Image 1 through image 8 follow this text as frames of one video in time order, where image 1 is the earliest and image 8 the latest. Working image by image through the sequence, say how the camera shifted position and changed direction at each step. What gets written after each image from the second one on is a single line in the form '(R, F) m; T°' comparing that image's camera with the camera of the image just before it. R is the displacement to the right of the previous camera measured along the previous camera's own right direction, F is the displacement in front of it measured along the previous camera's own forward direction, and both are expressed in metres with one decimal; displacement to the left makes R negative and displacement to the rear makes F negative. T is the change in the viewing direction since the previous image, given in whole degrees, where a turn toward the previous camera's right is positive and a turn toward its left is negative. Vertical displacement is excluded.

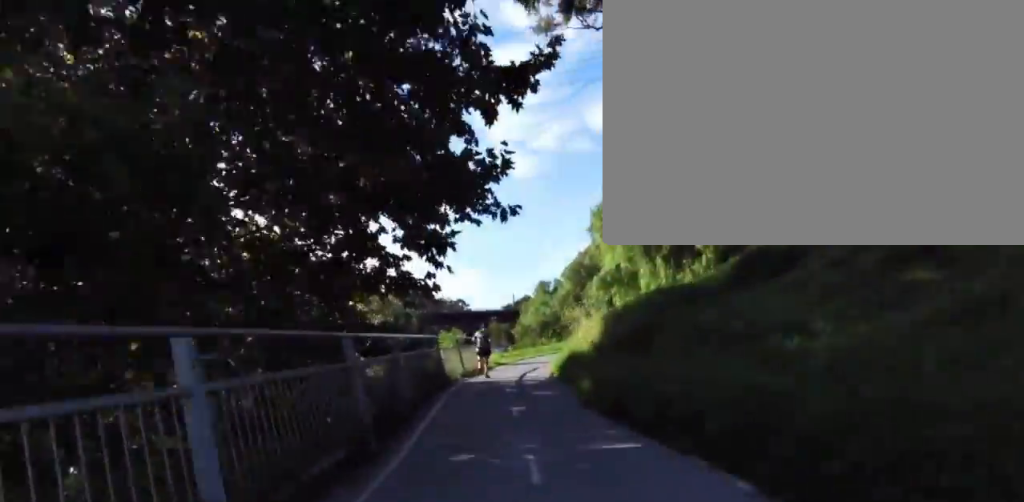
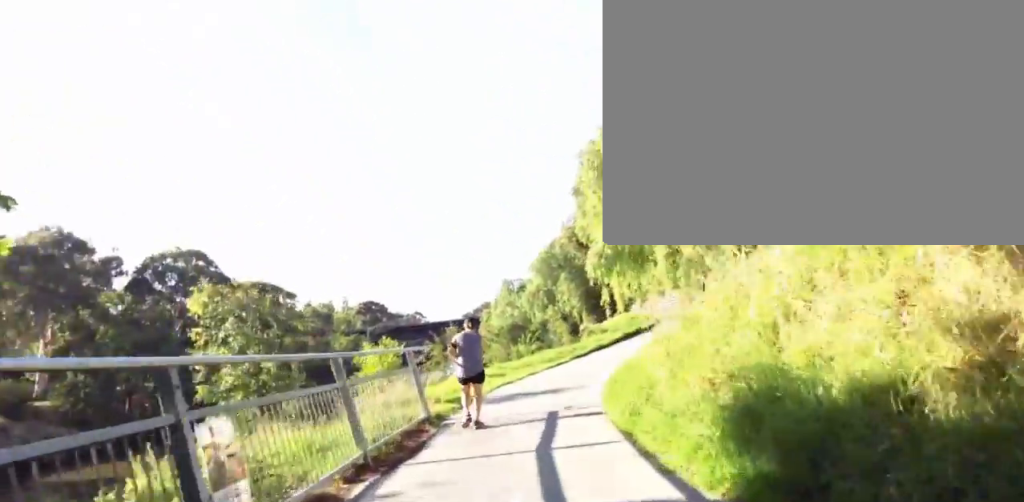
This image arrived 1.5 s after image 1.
(+0.3, +11.7) m; -1°
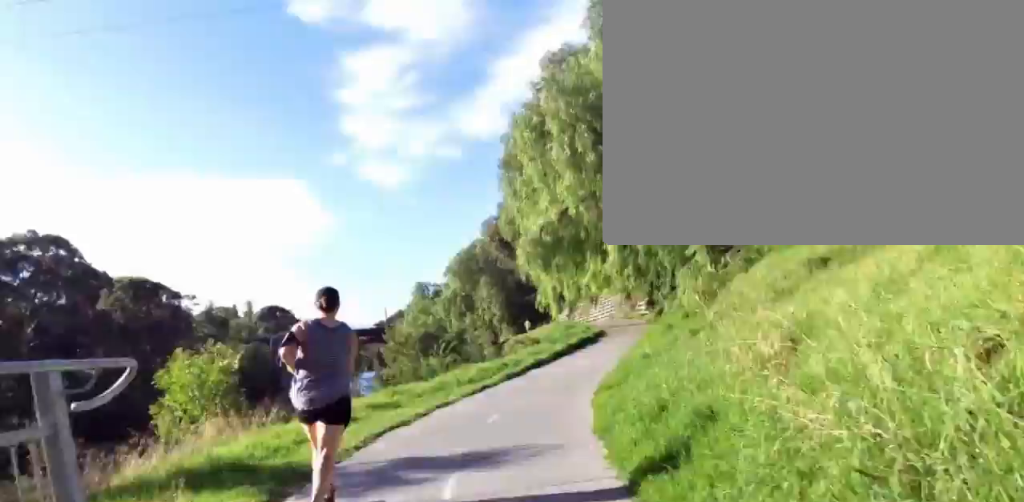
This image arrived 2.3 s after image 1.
(-0.1, +5.9) m; +6°
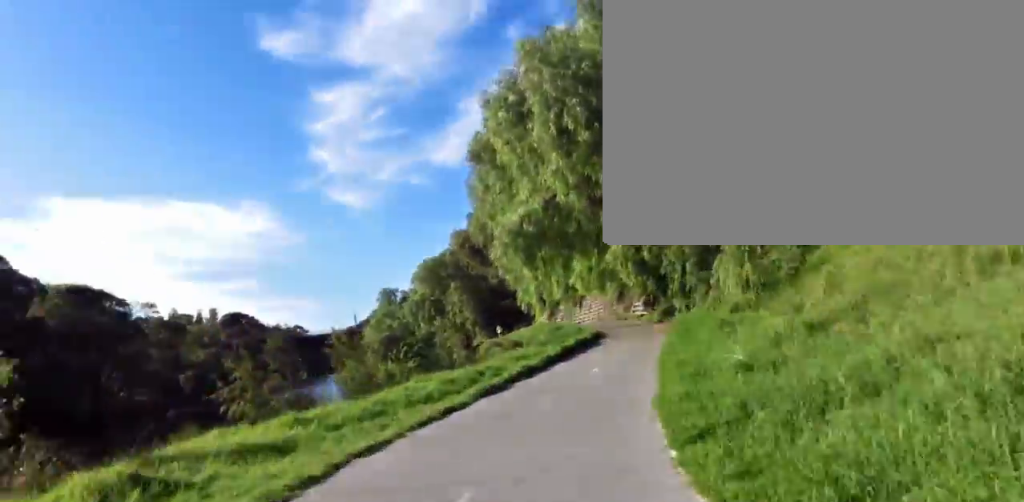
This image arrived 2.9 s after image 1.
(+0.3, +4.8) m; +10°
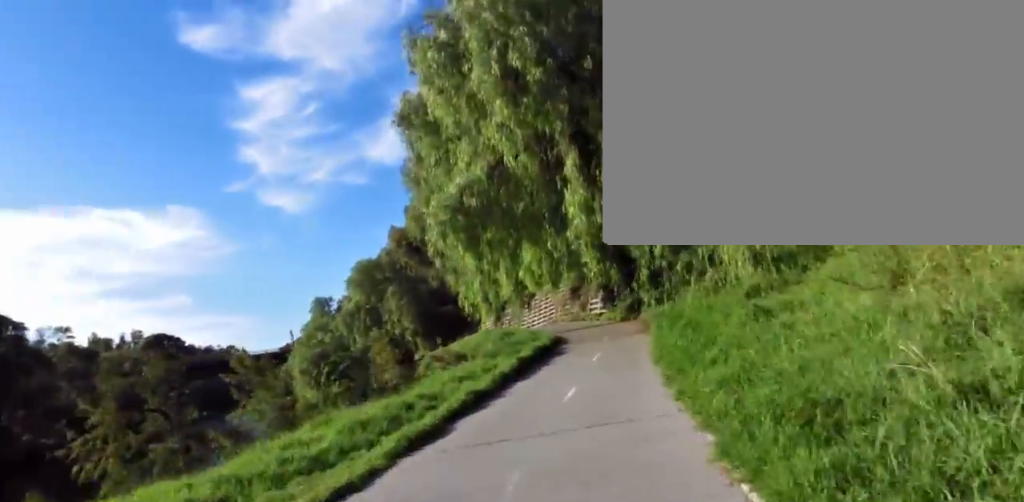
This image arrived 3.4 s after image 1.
(+0.4, +3.4) m; +1°
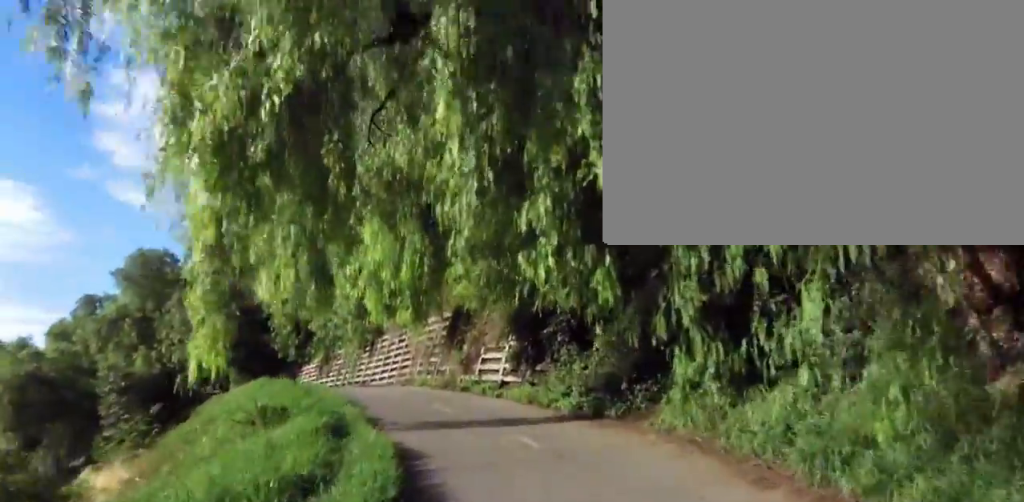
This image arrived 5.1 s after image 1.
(-0.1, +12.4) m; +3°
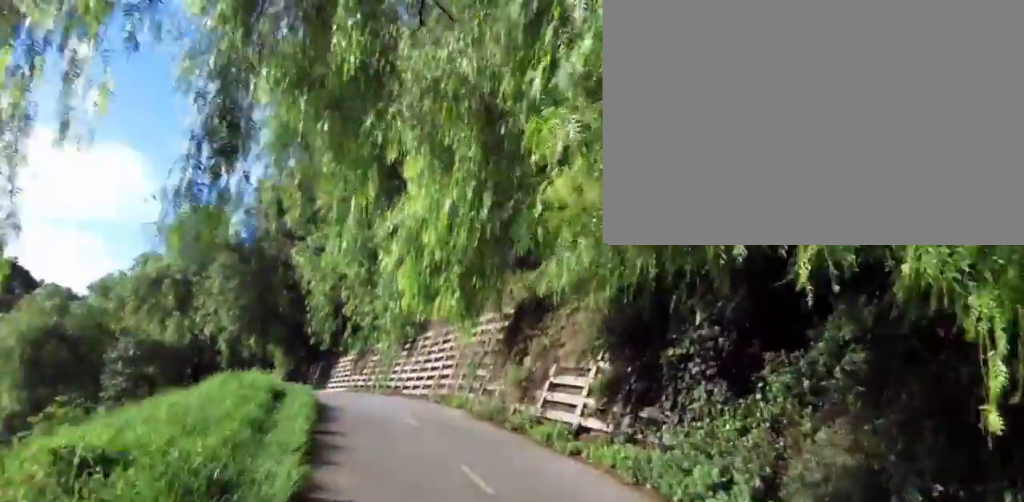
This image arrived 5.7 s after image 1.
(+0.7, +4.0) m; 0°
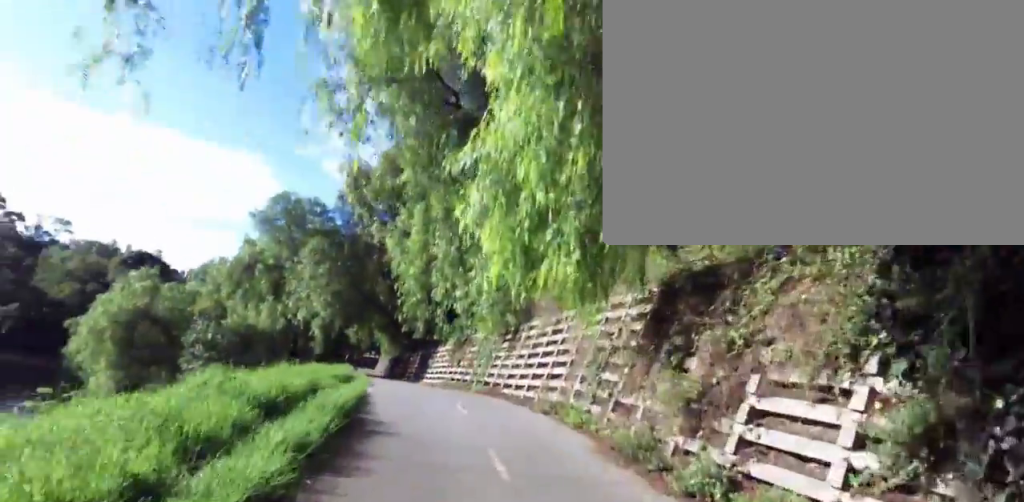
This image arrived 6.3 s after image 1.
(-0.1, +3.5) m; -5°
